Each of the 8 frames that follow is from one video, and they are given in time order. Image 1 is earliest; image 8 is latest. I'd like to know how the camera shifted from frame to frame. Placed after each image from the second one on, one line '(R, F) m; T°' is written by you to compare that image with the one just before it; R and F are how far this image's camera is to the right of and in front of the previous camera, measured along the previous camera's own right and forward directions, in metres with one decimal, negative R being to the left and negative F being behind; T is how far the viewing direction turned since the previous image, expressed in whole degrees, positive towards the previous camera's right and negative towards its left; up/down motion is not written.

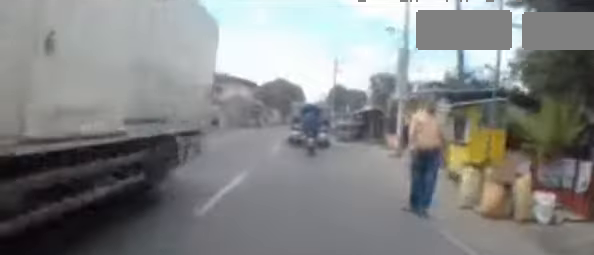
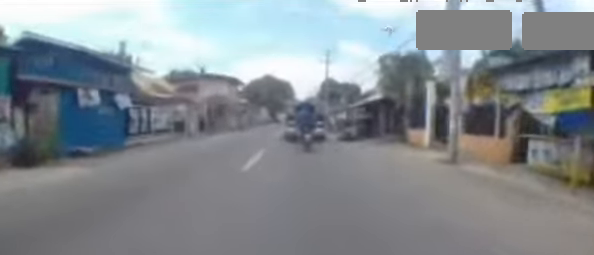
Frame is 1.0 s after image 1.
(+0.1, +5.5) m; +1°
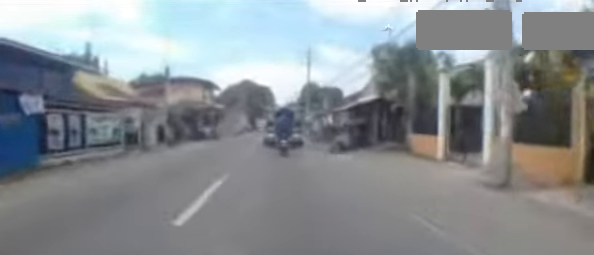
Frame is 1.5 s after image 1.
(0.0, +3.3) m; 0°
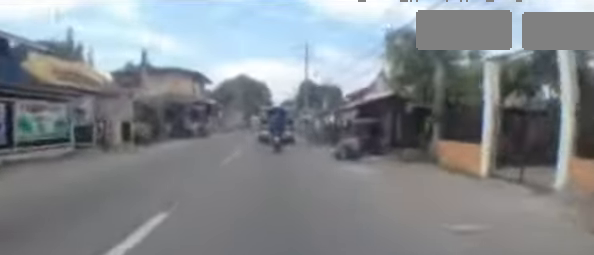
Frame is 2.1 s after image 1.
(0.0, +3.1) m; 0°
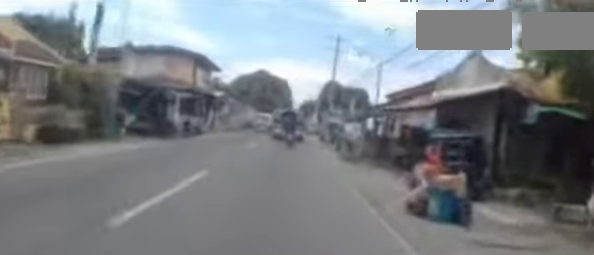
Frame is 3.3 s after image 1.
(+0.1, +7.1) m; +5°
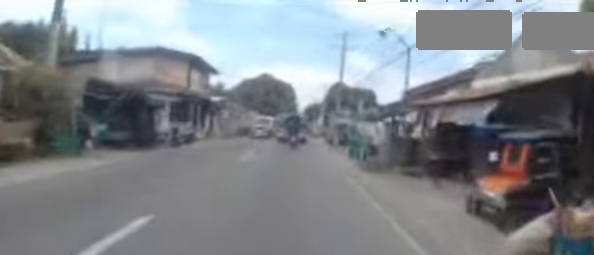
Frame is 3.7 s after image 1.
(+0.2, +2.8) m; 0°
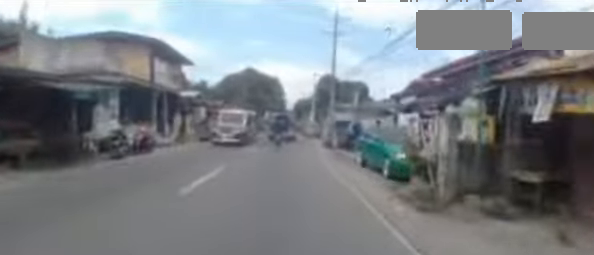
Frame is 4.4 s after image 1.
(+0.1, +4.4) m; -1°
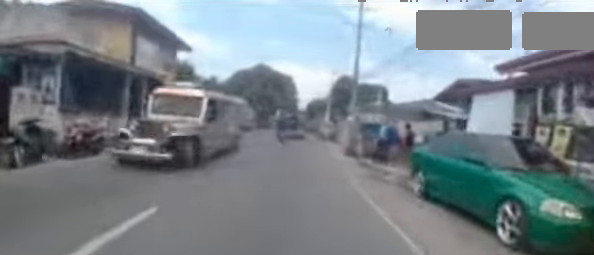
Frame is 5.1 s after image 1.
(-0.3, +4.0) m; -3°
